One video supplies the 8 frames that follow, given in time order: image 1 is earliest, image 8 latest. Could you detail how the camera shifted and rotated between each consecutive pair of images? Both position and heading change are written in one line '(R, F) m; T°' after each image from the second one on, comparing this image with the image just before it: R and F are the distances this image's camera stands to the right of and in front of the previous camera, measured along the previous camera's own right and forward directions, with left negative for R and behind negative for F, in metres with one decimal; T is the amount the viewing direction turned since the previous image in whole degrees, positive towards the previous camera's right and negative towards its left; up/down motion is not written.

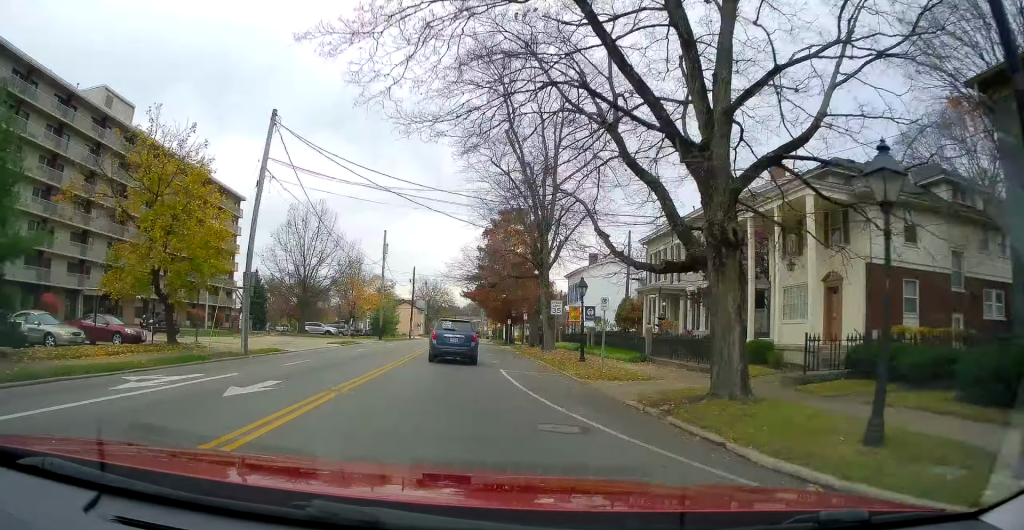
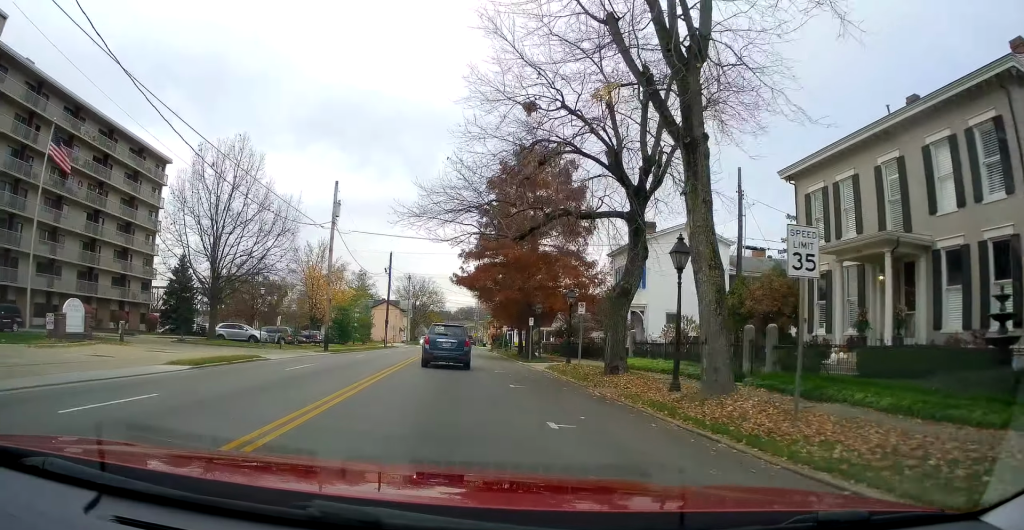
(-0.3, +22.5) m; -2°
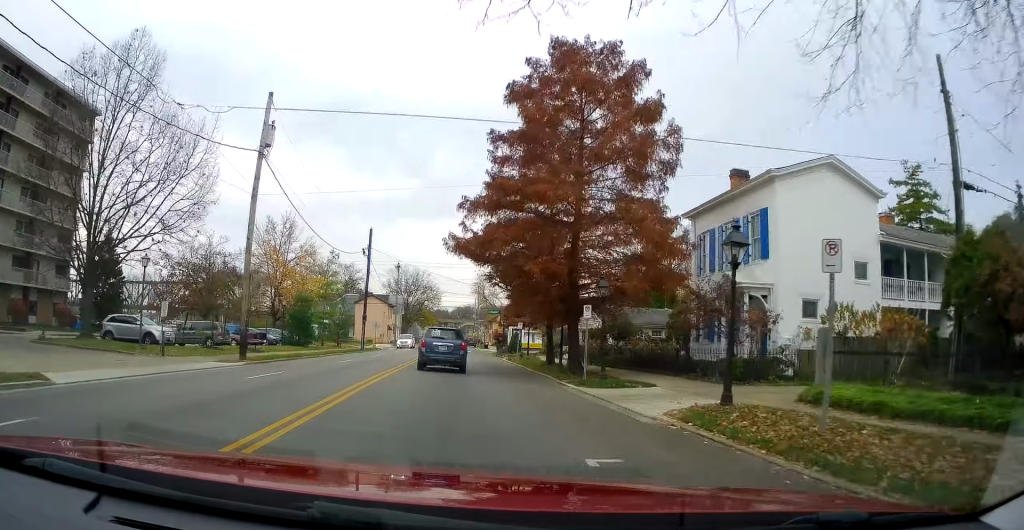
(-0.2, +16.2) m; +2°
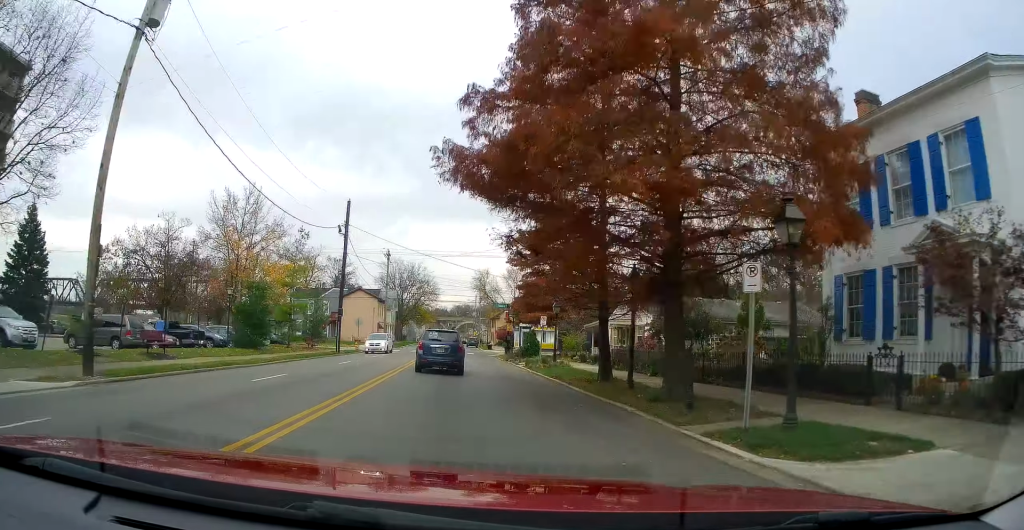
(+0.5, +11.9) m; +2°
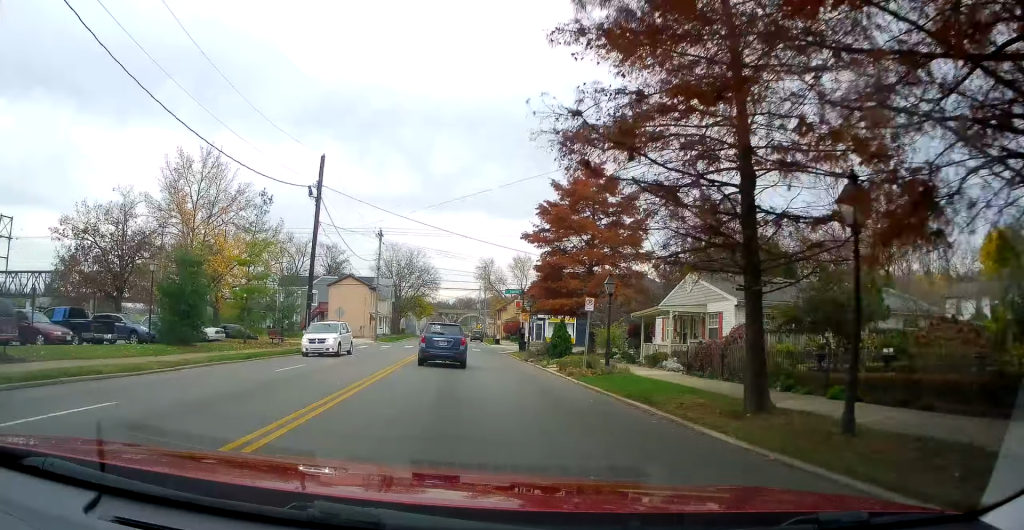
(0.0, +10.4) m; 0°
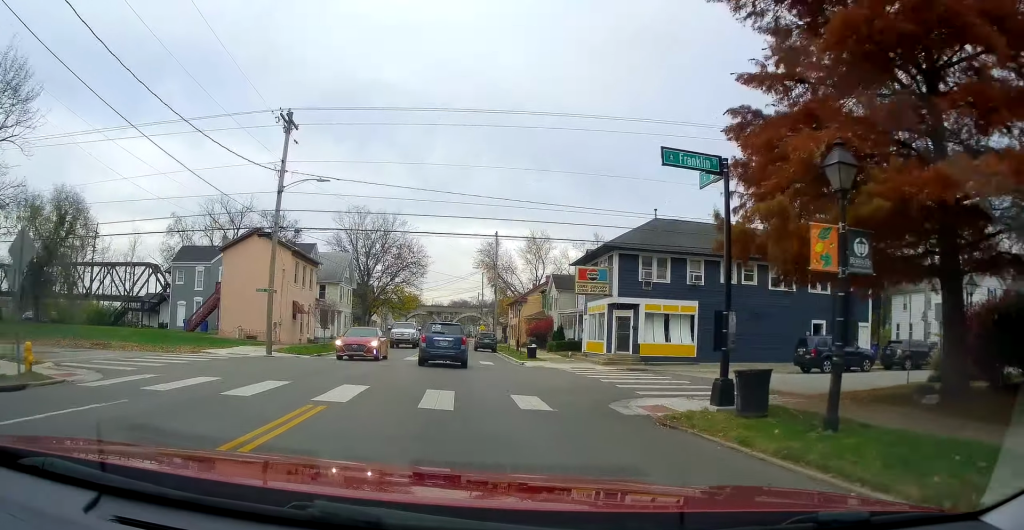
(+0.1, +35.8) m; +1°
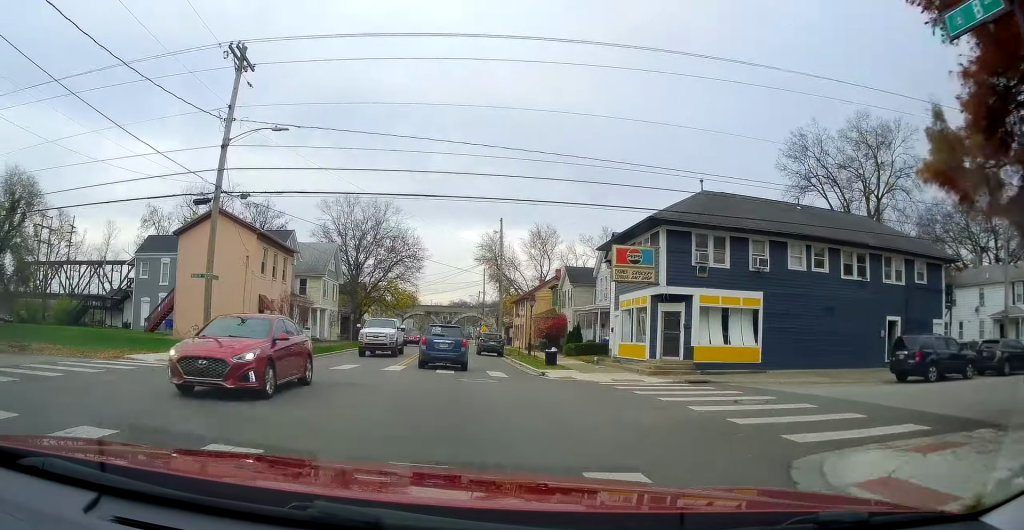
(+0.2, +7.5) m; 0°
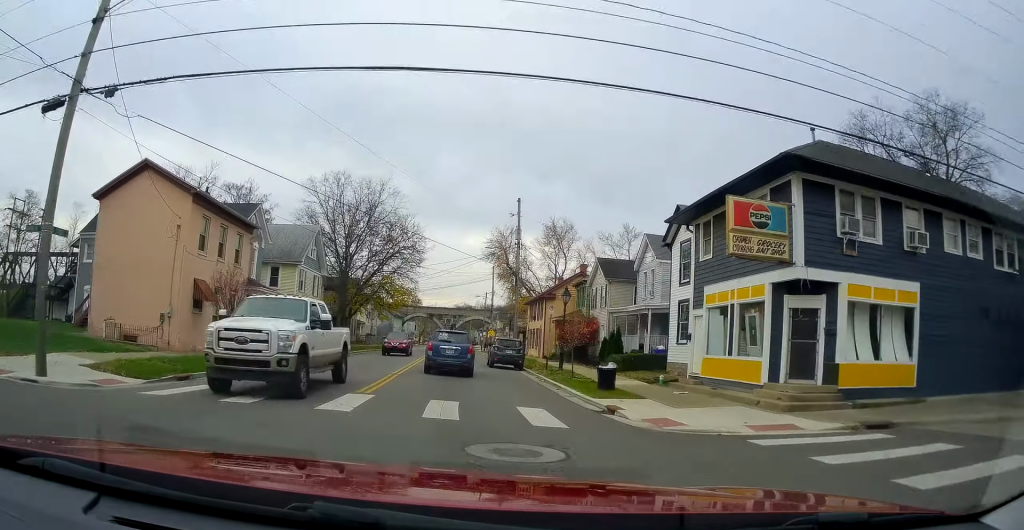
(+0.1, +10.0) m; -1°
